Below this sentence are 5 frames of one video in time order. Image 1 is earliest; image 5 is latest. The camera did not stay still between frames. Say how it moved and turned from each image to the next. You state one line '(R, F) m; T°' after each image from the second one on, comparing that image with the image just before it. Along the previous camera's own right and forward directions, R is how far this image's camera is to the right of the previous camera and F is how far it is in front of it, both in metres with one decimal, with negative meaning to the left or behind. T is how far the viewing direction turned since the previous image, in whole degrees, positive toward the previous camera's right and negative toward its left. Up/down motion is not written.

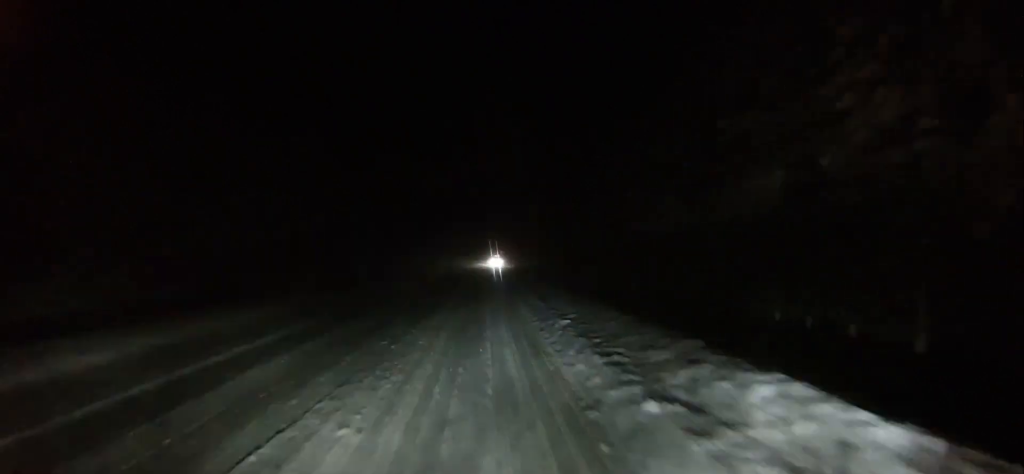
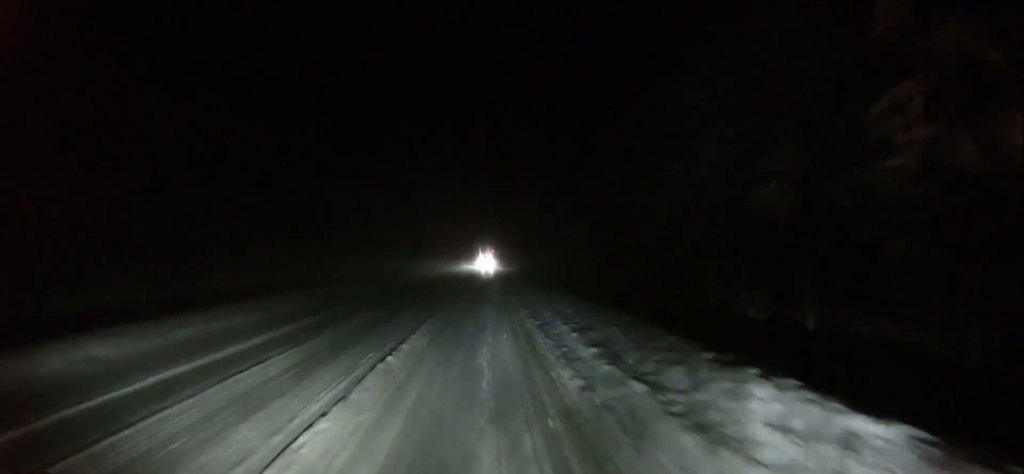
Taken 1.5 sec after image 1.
(0.0, +20.1) m; 0°
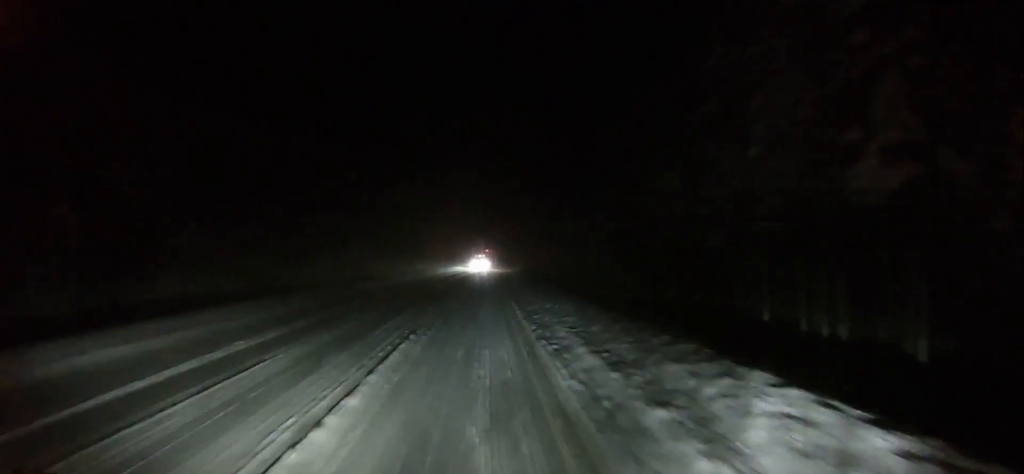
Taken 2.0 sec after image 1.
(0.0, +6.4) m; 0°
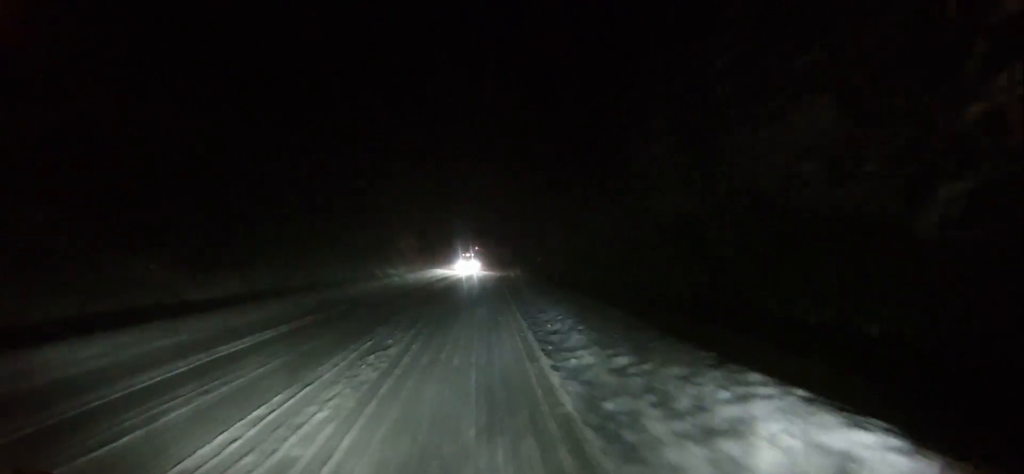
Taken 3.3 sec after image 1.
(-0.2, +16.1) m; +3°
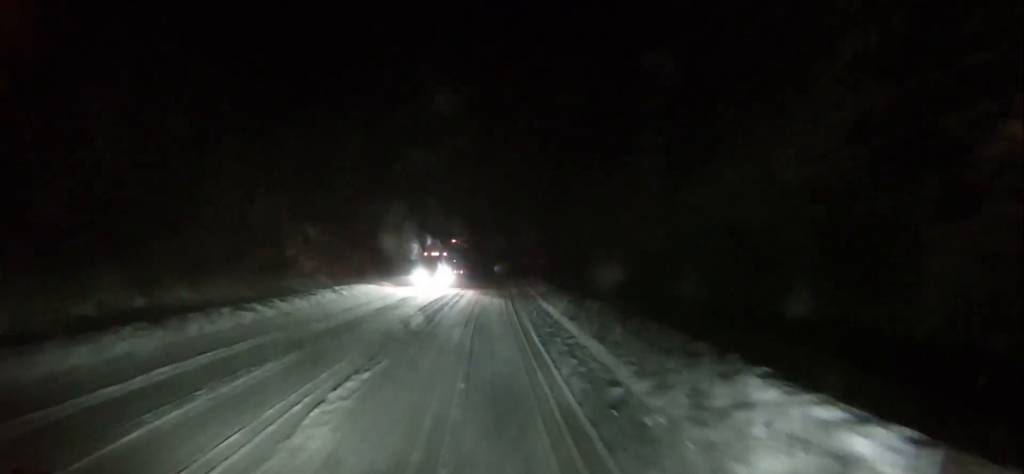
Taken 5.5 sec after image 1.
(+0.7, +27.8) m; 0°
